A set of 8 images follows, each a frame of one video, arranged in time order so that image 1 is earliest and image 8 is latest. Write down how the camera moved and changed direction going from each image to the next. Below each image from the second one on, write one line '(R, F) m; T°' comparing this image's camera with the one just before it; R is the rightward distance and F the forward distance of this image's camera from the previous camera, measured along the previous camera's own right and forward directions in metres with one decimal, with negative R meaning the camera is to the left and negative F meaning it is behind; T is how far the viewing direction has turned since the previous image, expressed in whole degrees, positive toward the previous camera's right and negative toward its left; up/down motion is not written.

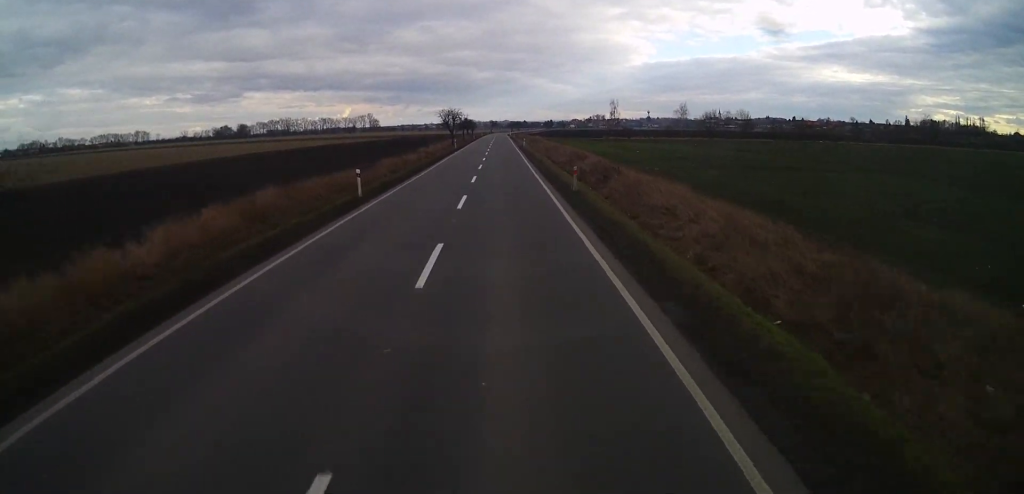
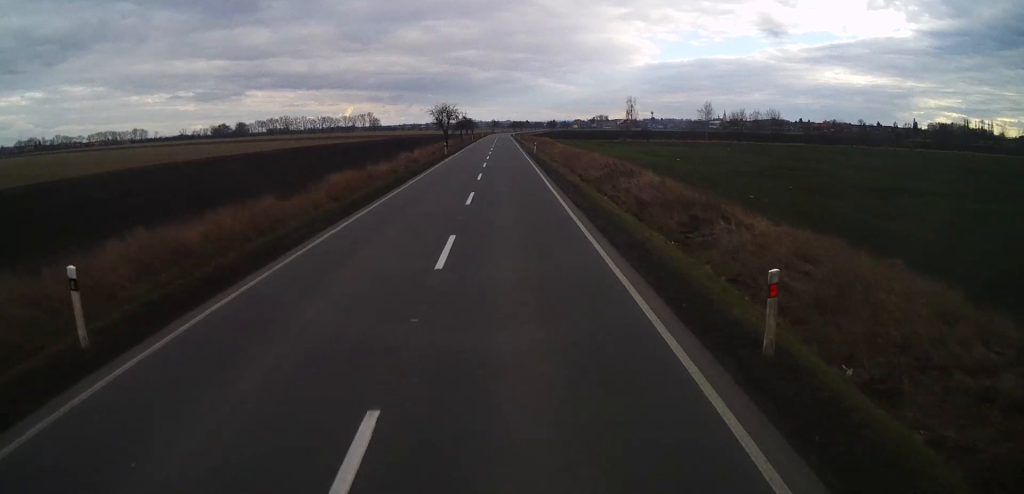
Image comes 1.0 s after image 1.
(+0.3, +16.6) m; +1°
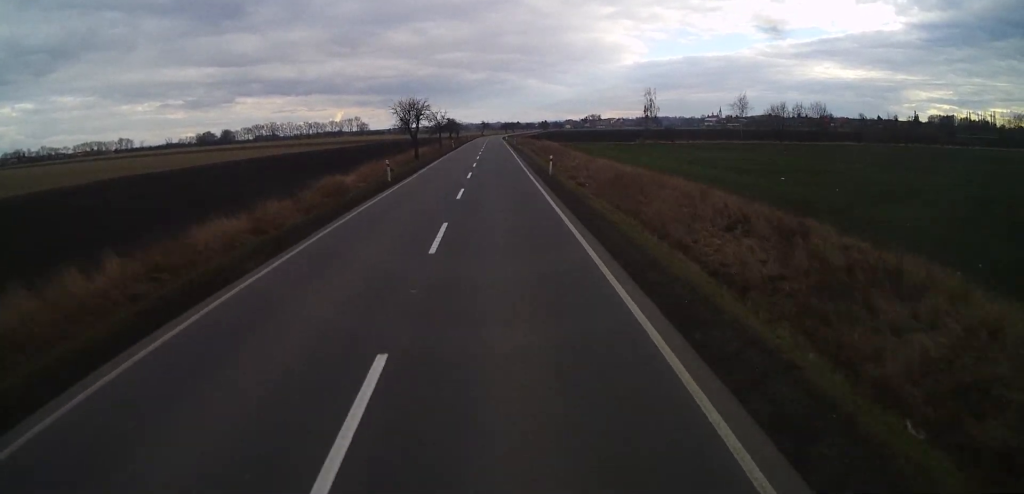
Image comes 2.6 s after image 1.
(-0.1, +24.9) m; 0°
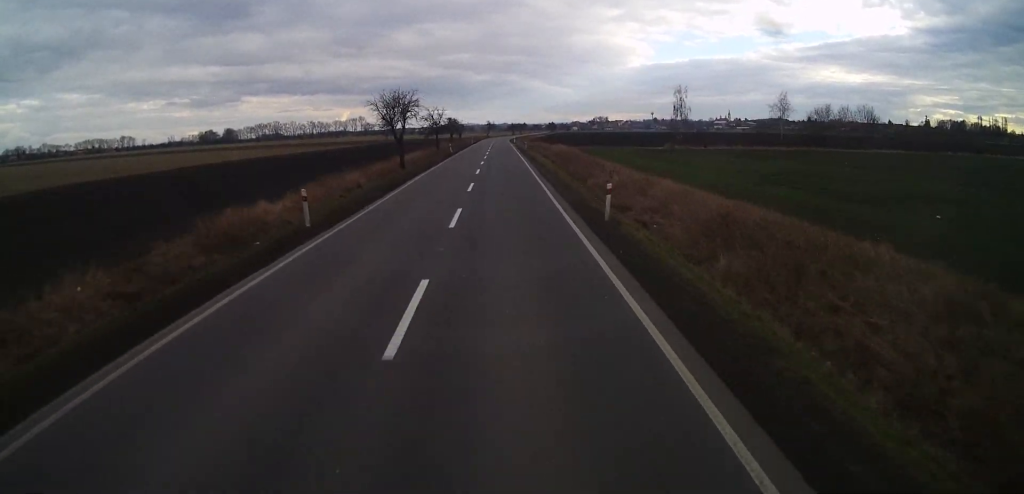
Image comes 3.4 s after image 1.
(0.0, +14.2) m; +1°
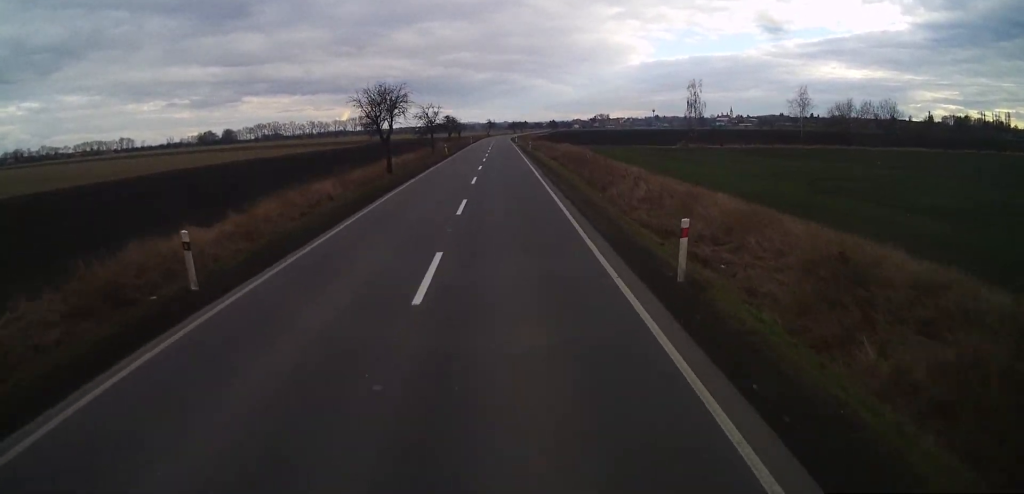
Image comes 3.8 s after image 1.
(0.0, +6.6) m; 0°
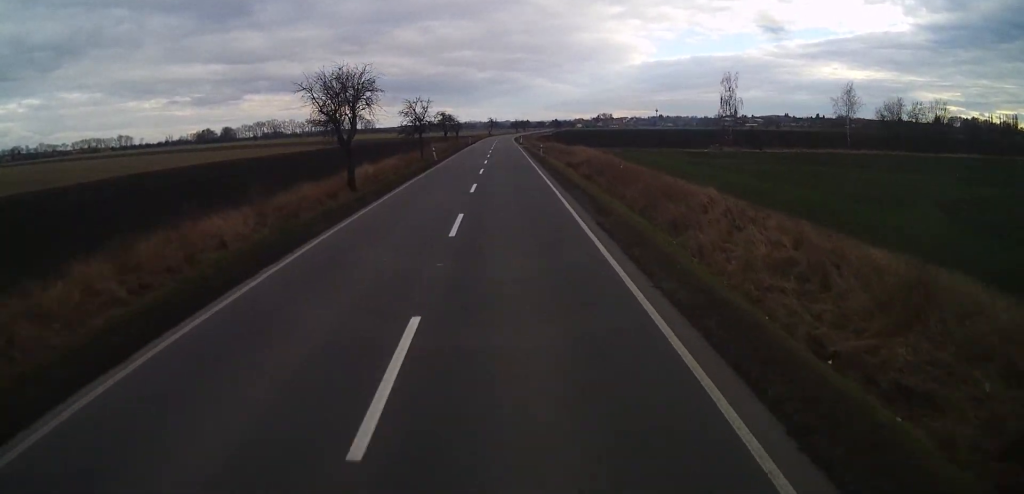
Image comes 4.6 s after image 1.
(+0.2, +12.9) m; -1°
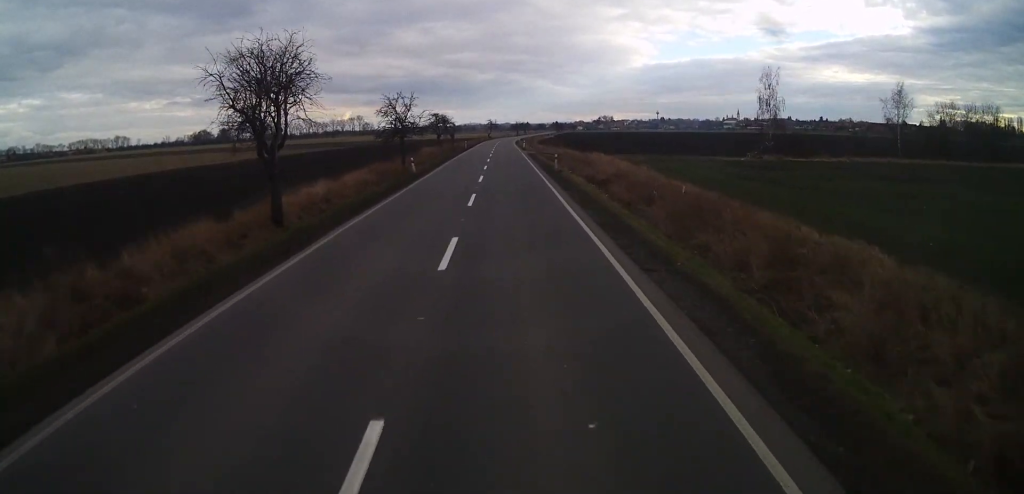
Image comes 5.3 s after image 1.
(-0.2, +11.7) m; -1°
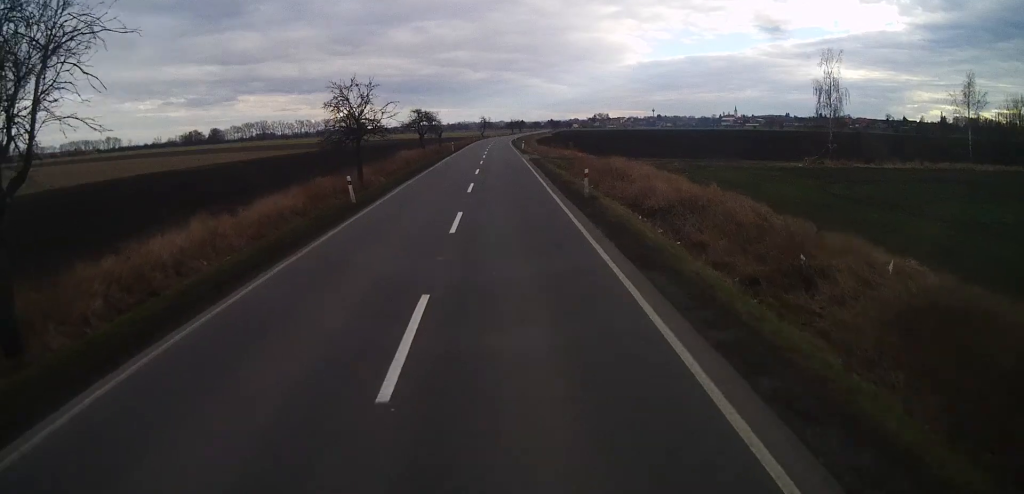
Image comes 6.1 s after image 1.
(-0.2, +14.0) m; 0°
